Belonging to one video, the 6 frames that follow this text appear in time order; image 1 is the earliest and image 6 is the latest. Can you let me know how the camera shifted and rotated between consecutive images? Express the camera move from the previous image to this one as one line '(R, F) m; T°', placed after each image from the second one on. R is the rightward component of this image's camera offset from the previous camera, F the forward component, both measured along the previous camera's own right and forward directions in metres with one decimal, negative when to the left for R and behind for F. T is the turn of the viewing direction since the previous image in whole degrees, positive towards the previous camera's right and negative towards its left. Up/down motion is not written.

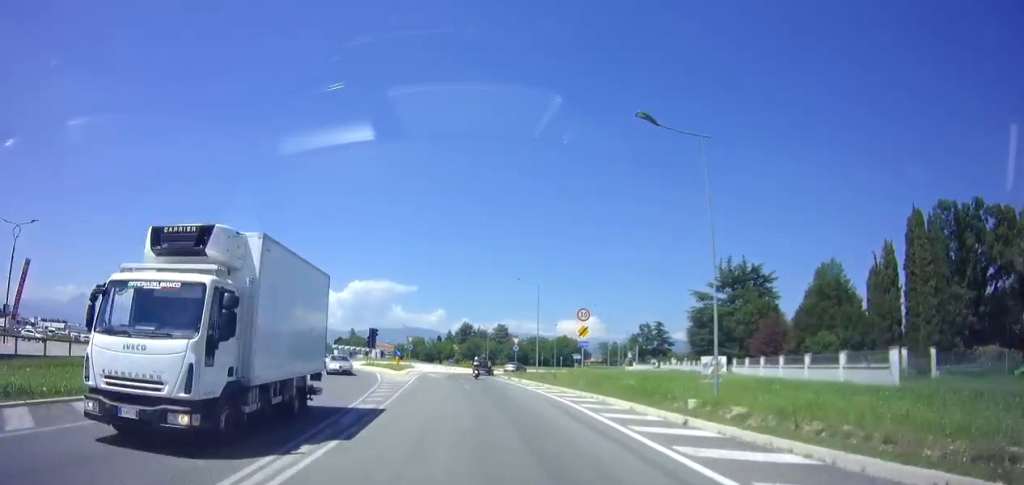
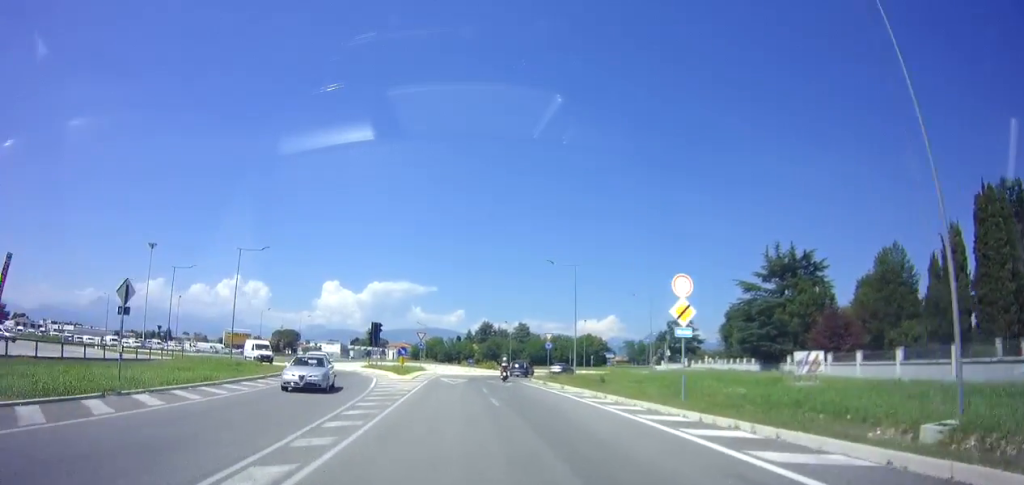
(-0.2, +9.1) m; -2°
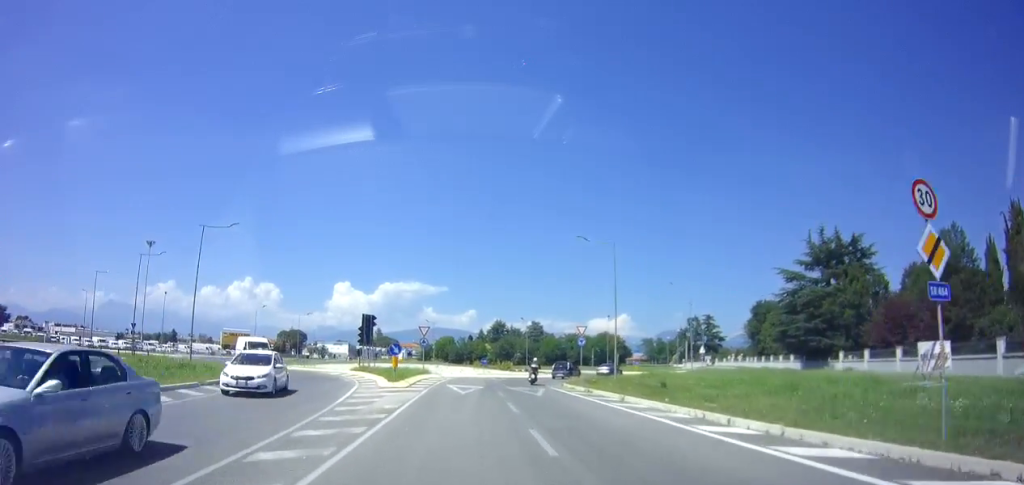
(-0.2, +8.5) m; -1°
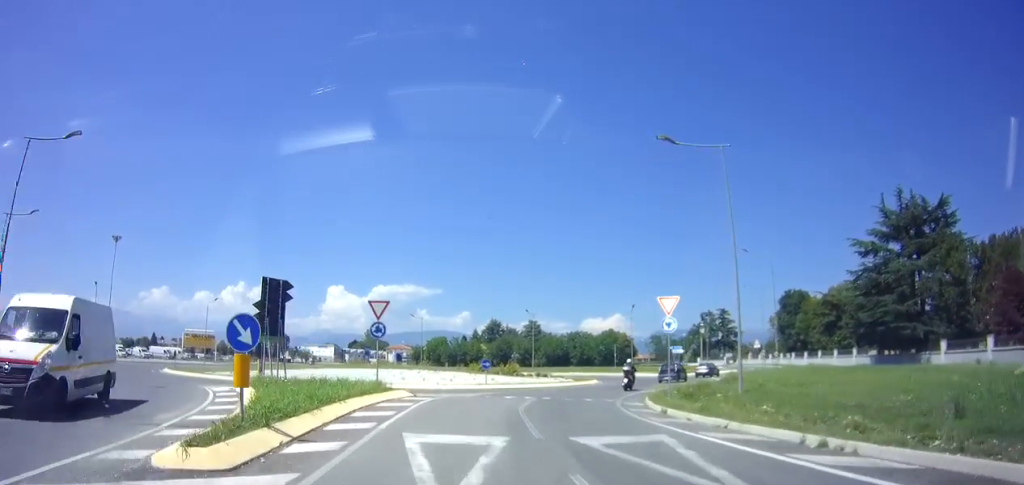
(-0.1, +16.9) m; +2°
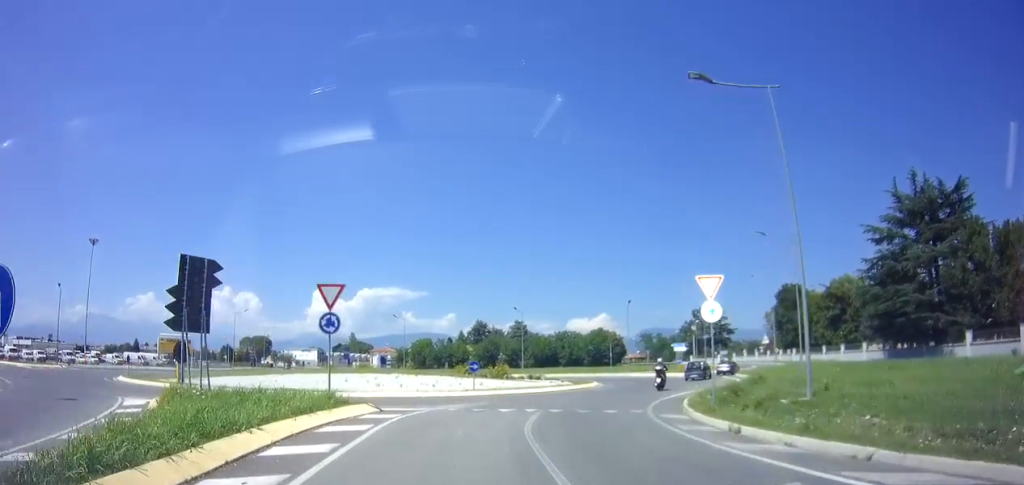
(-0.1, +4.9) m; +2°
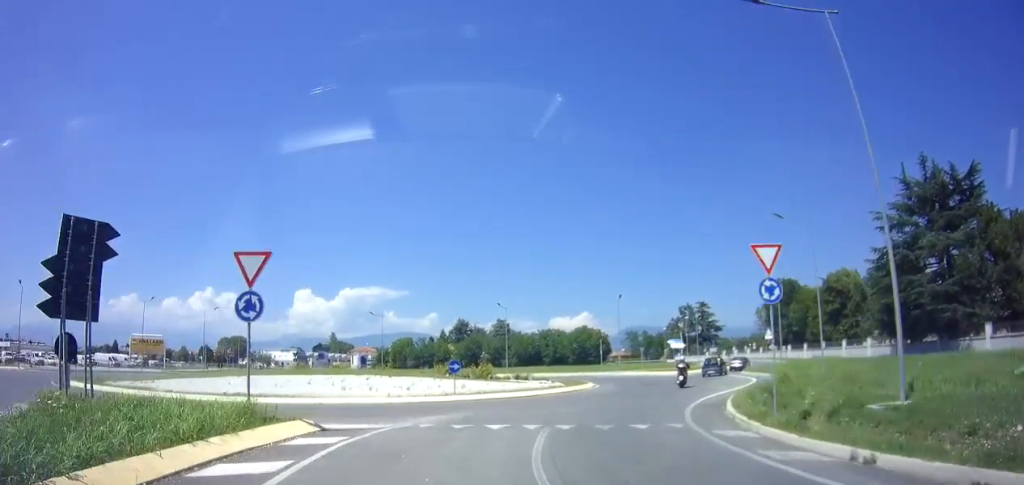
(+0.2, +4.3) m; +3°
